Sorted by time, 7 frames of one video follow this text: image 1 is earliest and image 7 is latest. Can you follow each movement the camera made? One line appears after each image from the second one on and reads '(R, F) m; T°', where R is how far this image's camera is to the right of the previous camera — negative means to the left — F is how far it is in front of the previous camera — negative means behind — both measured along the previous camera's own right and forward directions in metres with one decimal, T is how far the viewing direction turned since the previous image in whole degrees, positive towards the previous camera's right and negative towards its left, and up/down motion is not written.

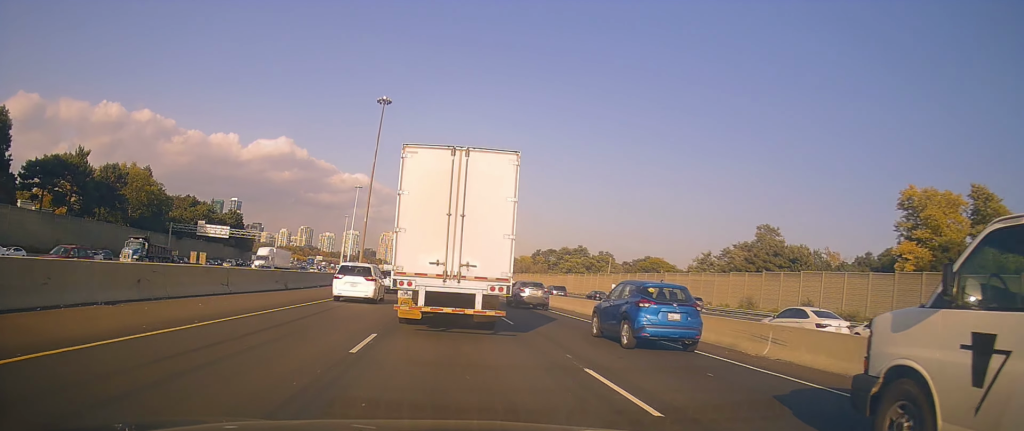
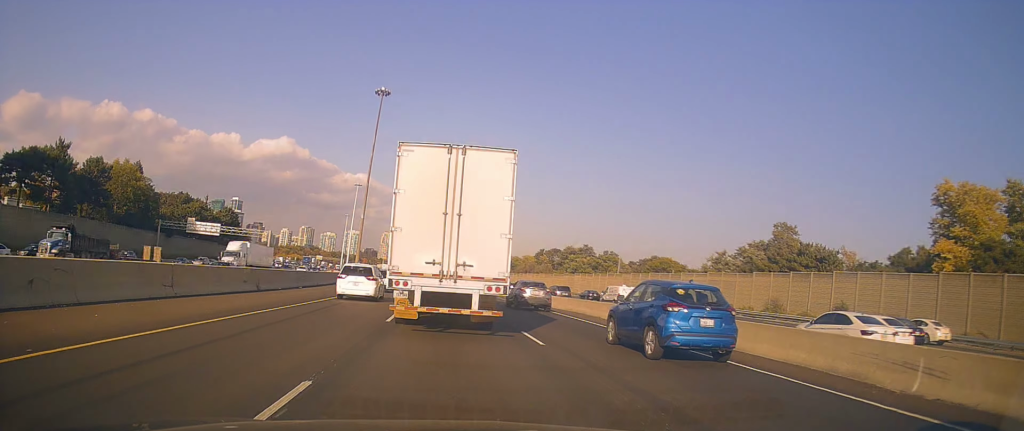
(-0.3, +5.6) m; 0°
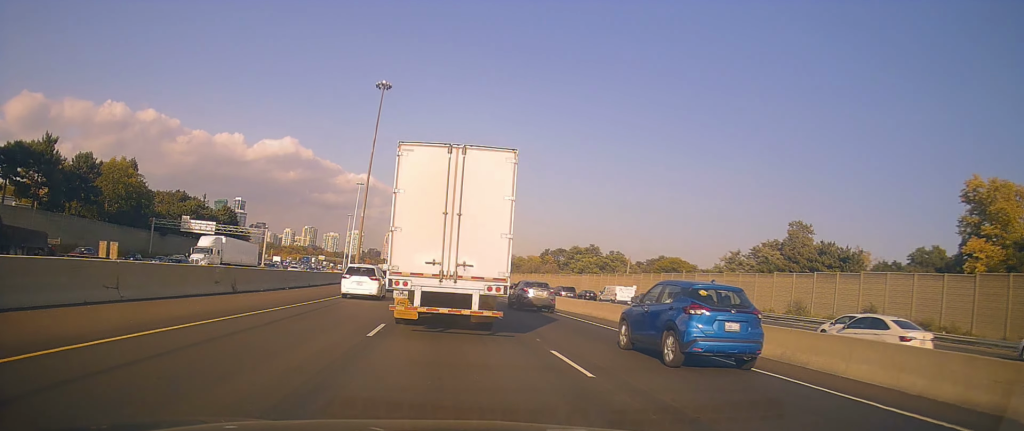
(+0.2, +3.9) m; 0°
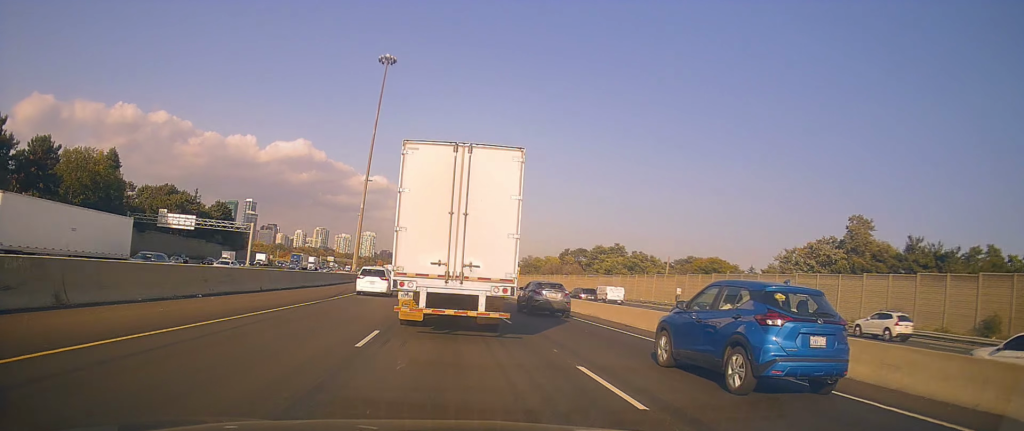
(-0.3, +14.0) m; -4°
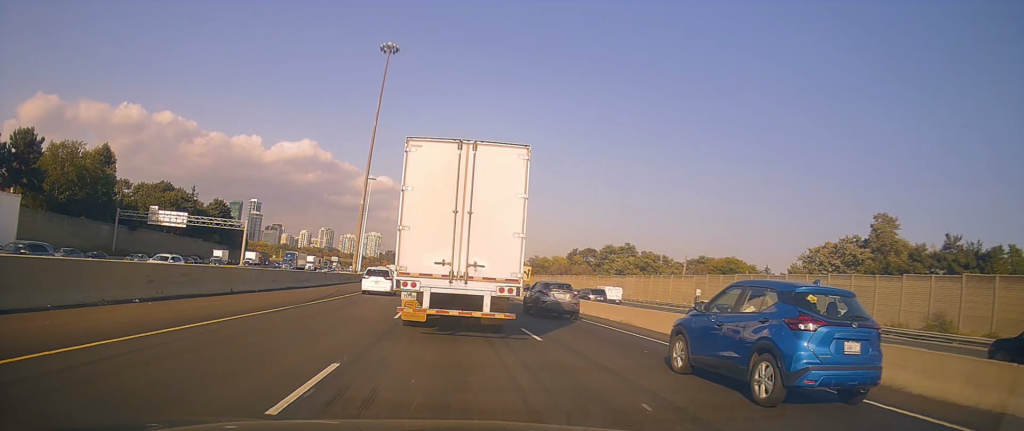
(0.0, +5.0) m; +2°
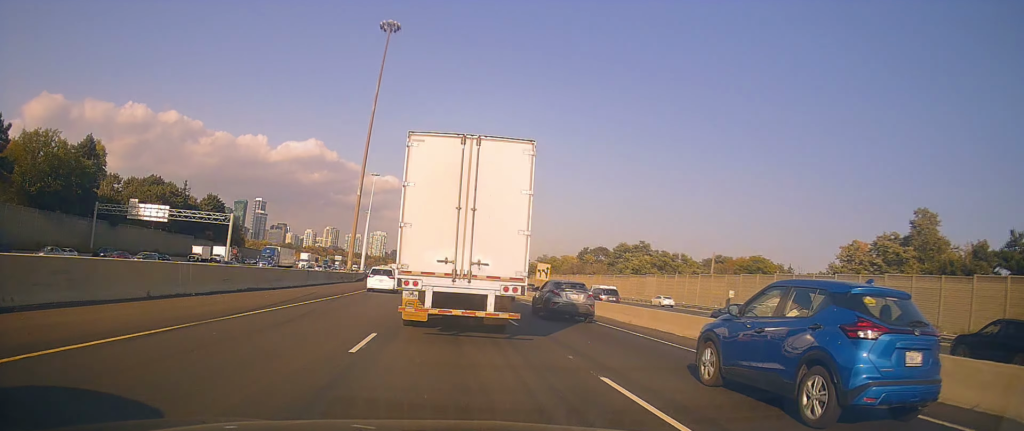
(+0.3, +8.1) m; +1°
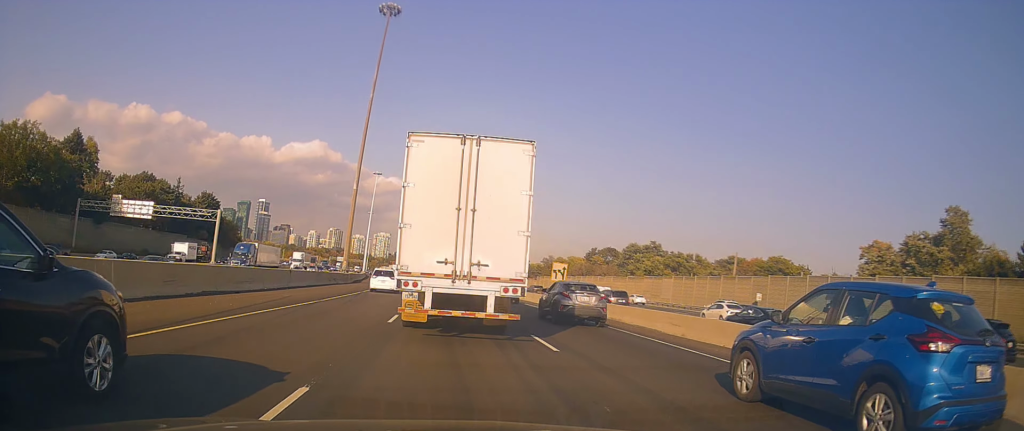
(+0.1, +5.9) m; -2°
